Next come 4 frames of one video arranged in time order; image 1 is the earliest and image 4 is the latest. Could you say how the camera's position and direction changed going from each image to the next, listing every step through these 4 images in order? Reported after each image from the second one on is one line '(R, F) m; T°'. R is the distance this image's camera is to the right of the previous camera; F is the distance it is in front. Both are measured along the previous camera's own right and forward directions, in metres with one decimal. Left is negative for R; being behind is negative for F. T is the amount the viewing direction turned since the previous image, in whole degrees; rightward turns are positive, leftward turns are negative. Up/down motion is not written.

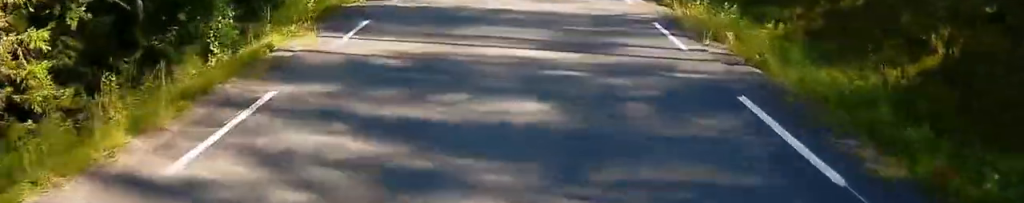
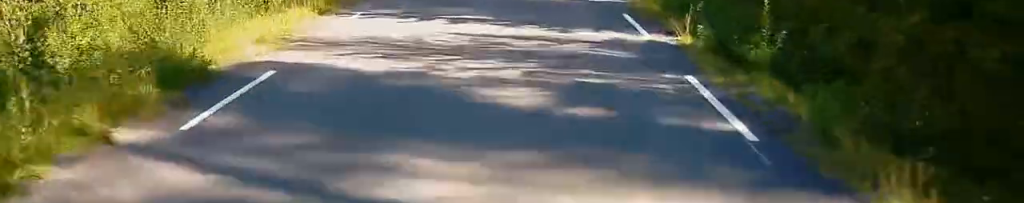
(+3.0, +71.2) m; +6°
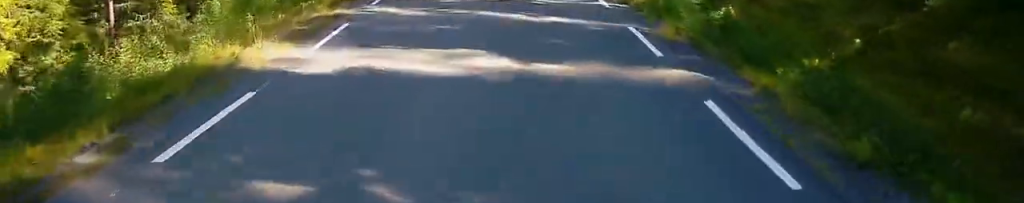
(+0.2, +19.6) m; 0°
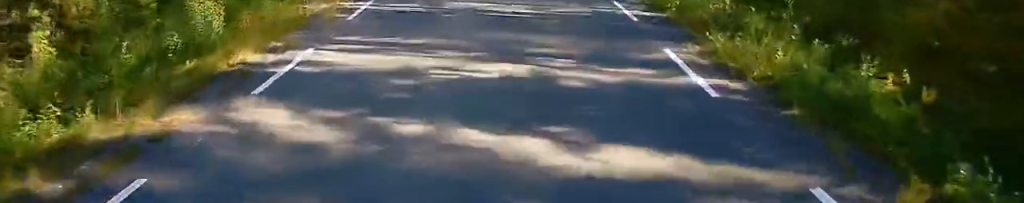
(-0.2, +9.3) m; -1°
